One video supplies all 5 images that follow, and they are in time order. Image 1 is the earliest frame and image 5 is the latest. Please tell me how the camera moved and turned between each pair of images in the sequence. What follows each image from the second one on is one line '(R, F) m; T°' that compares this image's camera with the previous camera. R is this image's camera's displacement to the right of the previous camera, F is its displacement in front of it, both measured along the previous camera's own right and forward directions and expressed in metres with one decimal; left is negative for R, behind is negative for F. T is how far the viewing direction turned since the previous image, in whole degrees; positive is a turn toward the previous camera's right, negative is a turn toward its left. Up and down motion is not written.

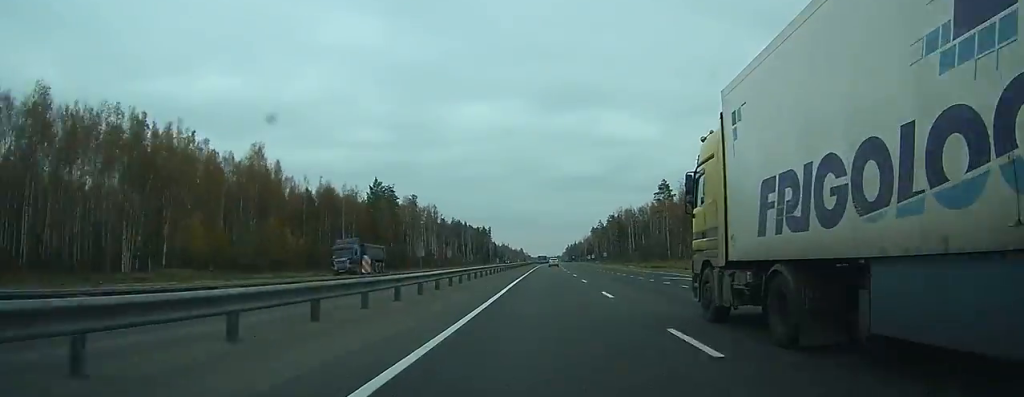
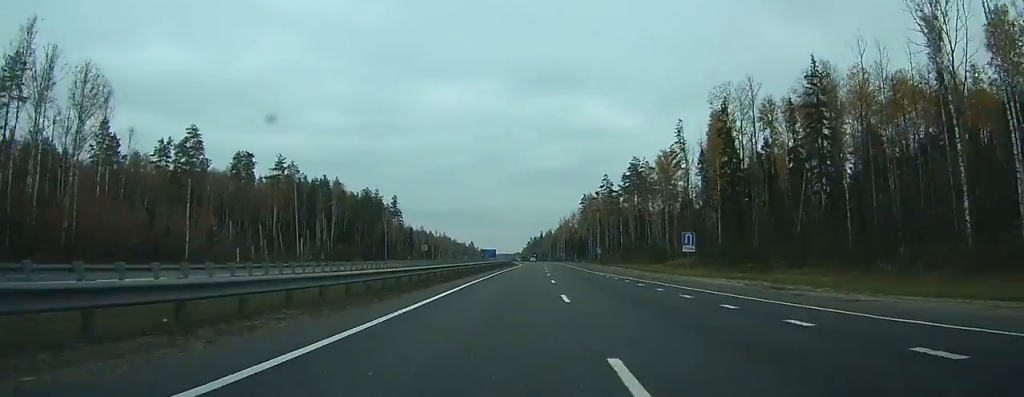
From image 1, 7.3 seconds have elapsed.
(+4.6, +203.4) m; +4°
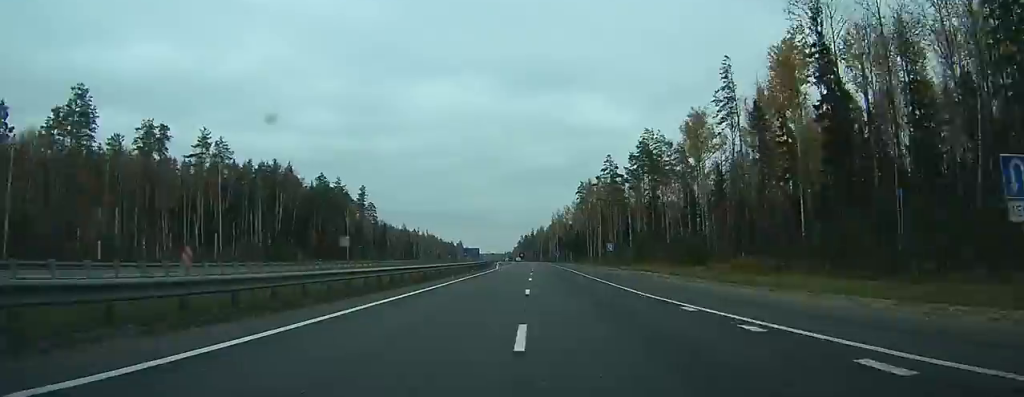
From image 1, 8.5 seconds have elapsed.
(+0.3, +36.4) m; +1°
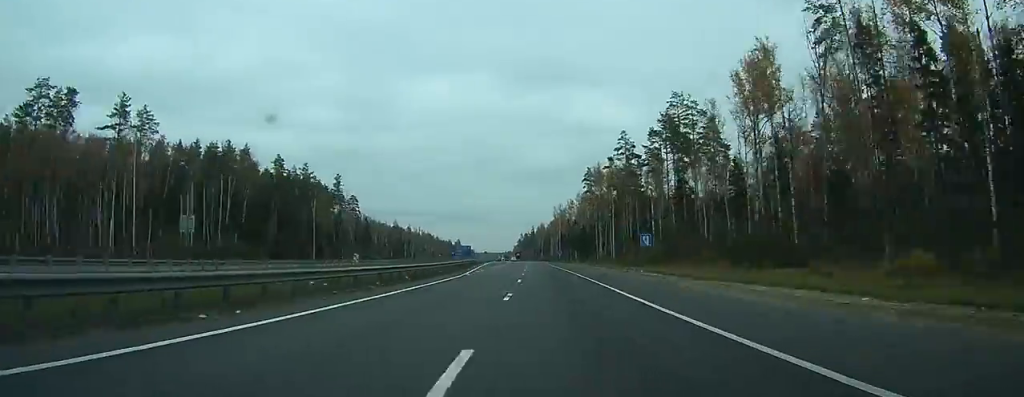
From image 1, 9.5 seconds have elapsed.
(+0.2, +28.7) m; 0°
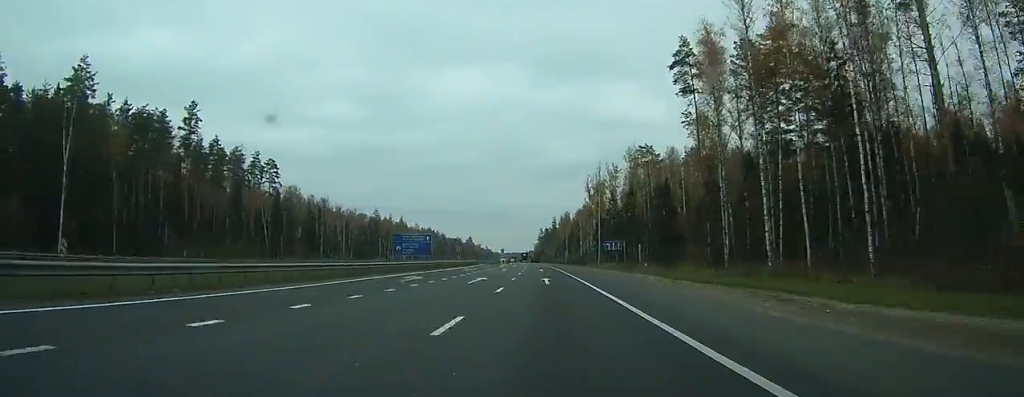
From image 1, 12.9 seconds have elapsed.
(-1.0, +88.0) m; -2°
